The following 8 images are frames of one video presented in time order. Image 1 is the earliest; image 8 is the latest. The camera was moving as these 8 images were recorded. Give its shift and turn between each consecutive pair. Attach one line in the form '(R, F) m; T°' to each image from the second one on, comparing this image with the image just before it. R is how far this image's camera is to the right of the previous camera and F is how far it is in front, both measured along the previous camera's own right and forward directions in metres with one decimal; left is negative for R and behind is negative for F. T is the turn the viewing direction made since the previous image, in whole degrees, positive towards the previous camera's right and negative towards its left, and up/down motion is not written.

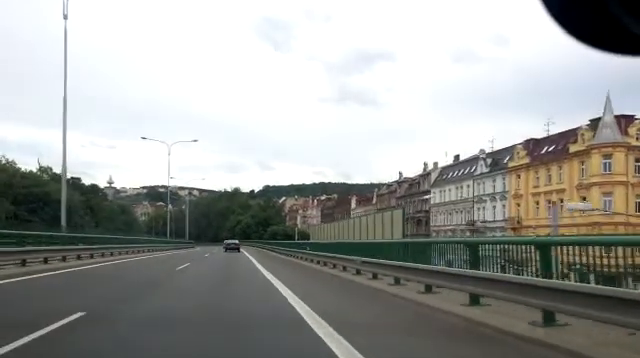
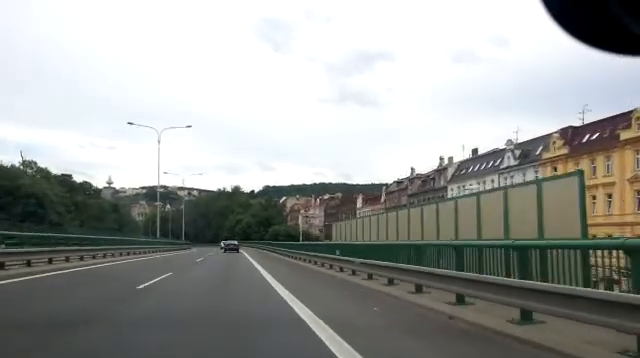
(0.0, +7.7) m; 0°
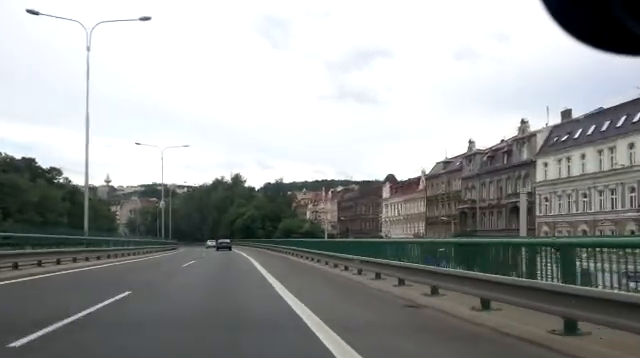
(-0.1, +25.9) m; 0°
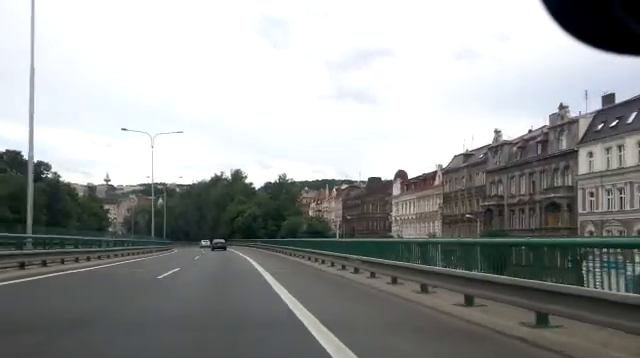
(0.0, +7.8) m; 0°
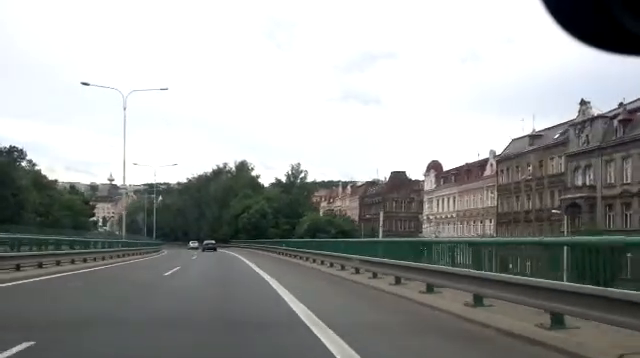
(+0.1, +16.7) m; 0°
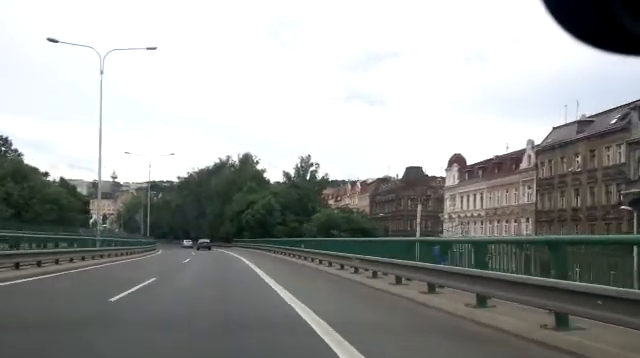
(0.0, +8.3) m; 0°
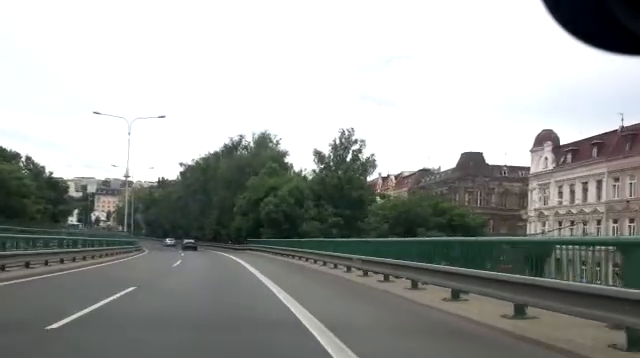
(-0.1, +21.6) m; -1°
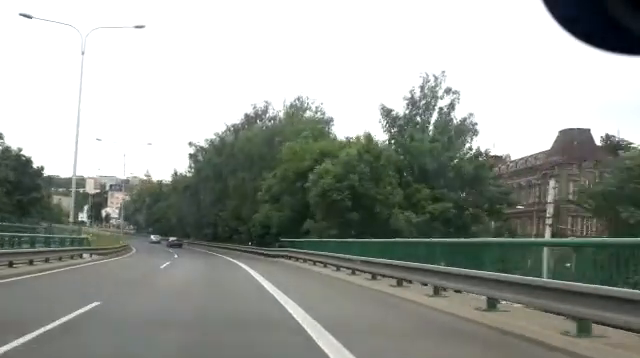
(-0.4, +21.5) m; -2°
